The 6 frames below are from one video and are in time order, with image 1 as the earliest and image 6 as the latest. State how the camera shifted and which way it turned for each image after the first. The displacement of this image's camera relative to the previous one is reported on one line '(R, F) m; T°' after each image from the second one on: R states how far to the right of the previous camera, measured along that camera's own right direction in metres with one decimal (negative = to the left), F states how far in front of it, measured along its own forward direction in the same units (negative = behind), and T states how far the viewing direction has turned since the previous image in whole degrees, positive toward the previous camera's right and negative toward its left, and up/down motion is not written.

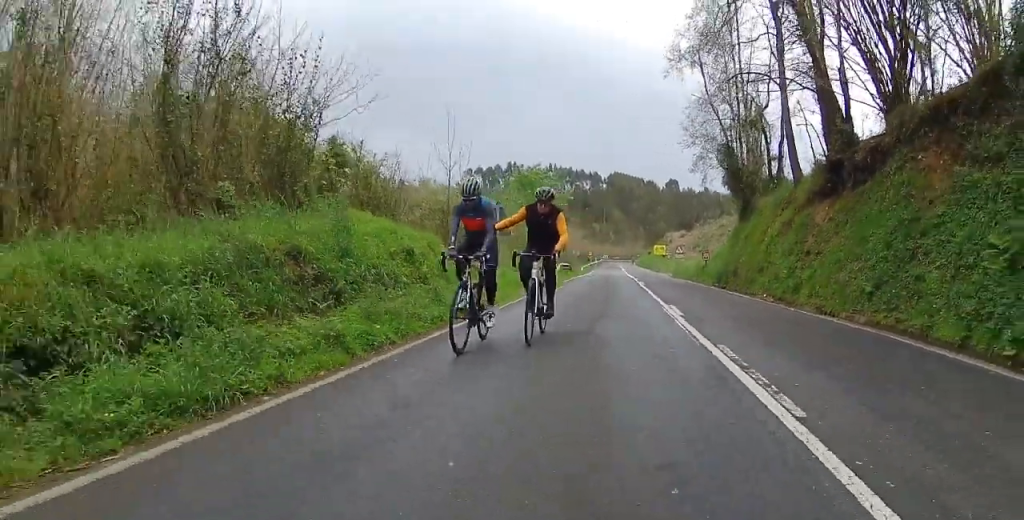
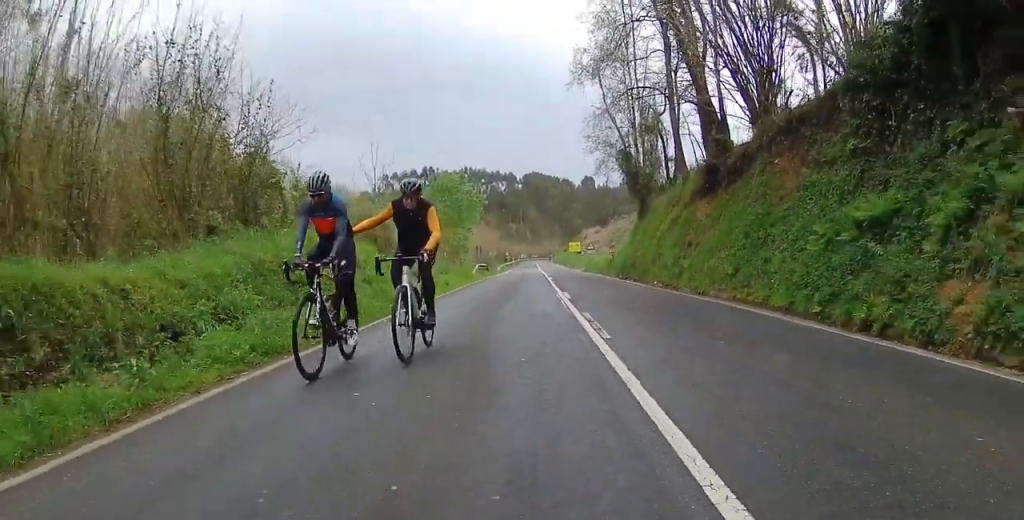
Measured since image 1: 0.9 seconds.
(-0.1, +2.6) m; +3°
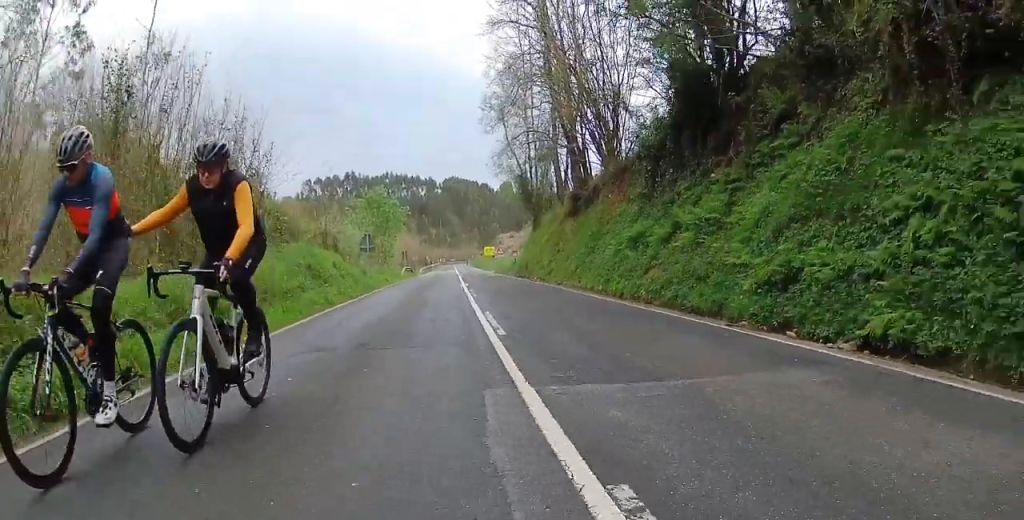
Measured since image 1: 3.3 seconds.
(+0.7, +7.8) m; +3°
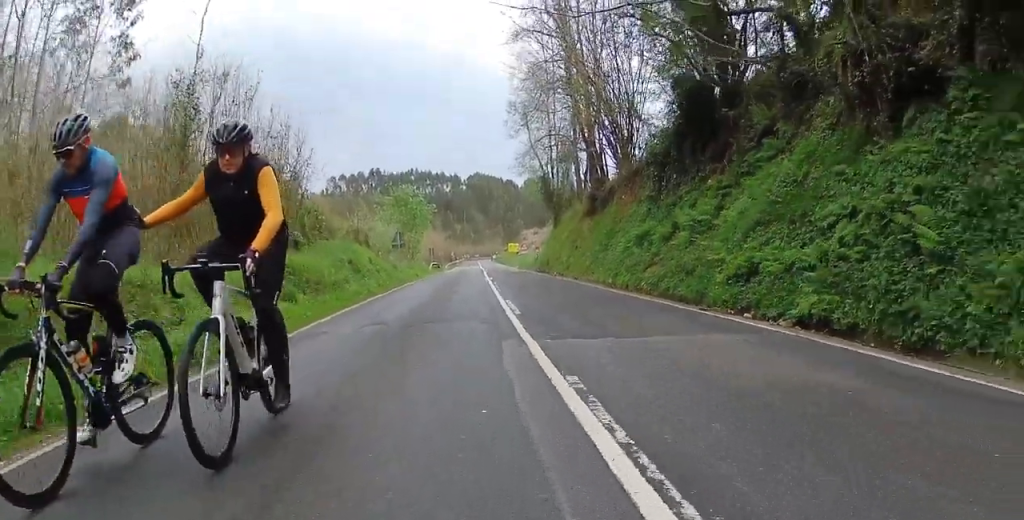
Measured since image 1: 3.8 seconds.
(0.0, +2.0) m; -2°
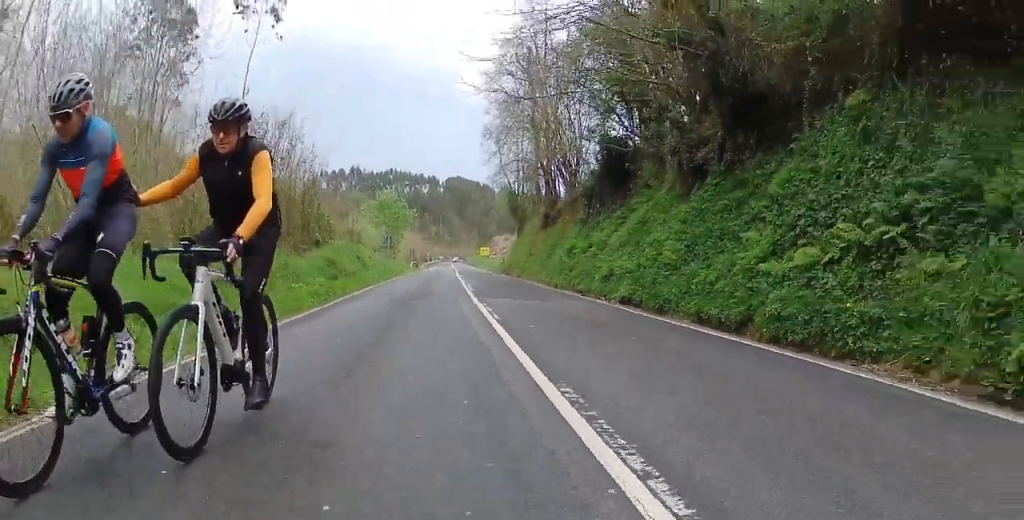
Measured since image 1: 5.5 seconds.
(+0.3, +7.2) m; +8°
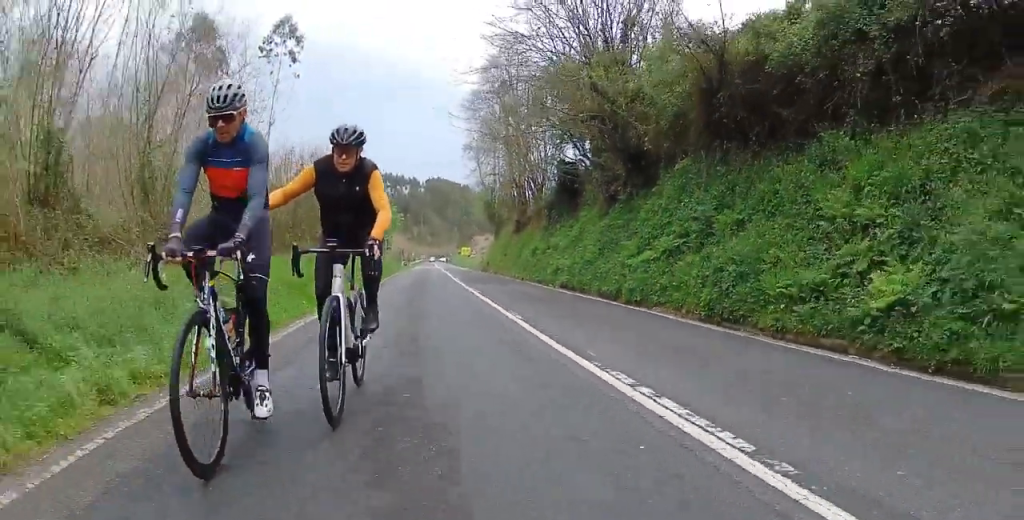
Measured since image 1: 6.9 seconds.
(+0.5, +6.9) m; +2°
